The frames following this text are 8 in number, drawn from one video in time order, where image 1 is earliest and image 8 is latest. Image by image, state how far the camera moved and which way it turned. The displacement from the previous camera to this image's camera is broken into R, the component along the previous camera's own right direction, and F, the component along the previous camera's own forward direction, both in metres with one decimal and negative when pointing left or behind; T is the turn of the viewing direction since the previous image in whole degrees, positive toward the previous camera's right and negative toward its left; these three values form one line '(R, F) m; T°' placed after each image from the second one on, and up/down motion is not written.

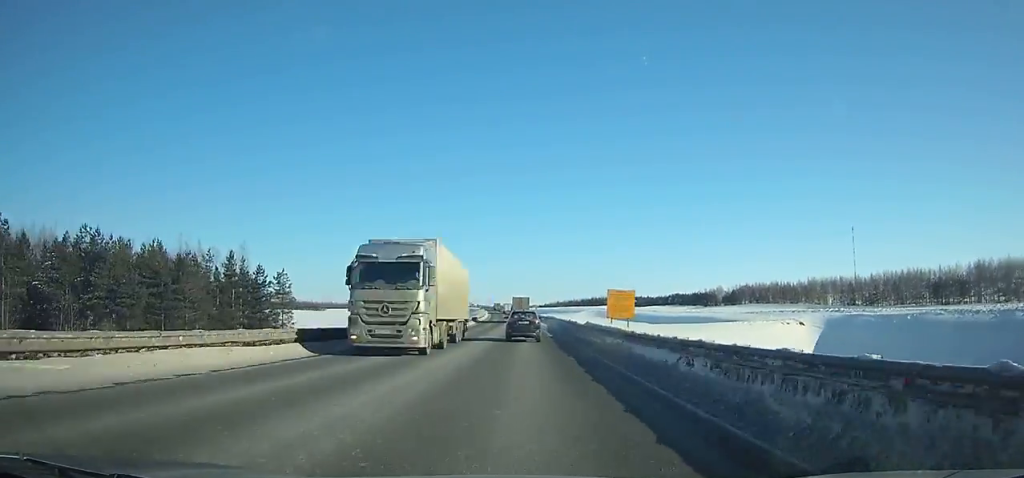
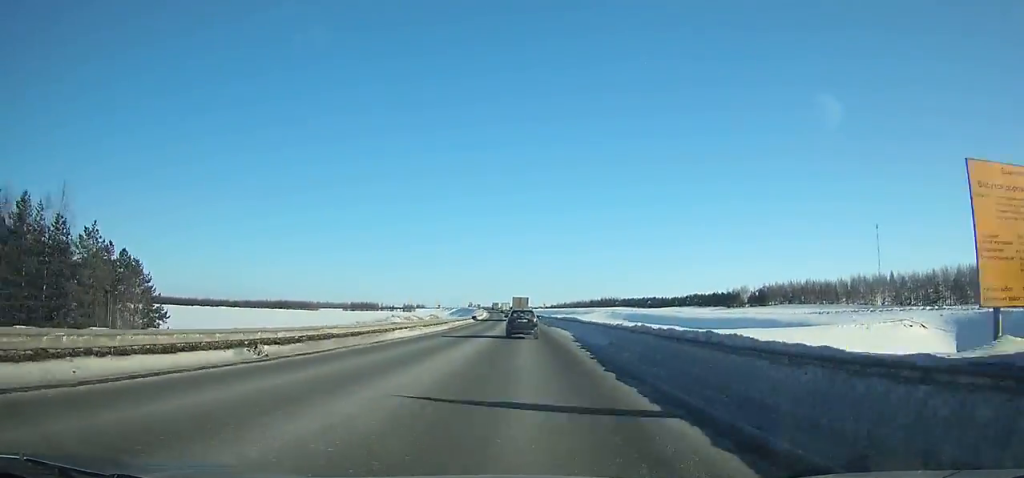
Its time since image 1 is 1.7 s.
(-0.2, +35.6) m; -1°
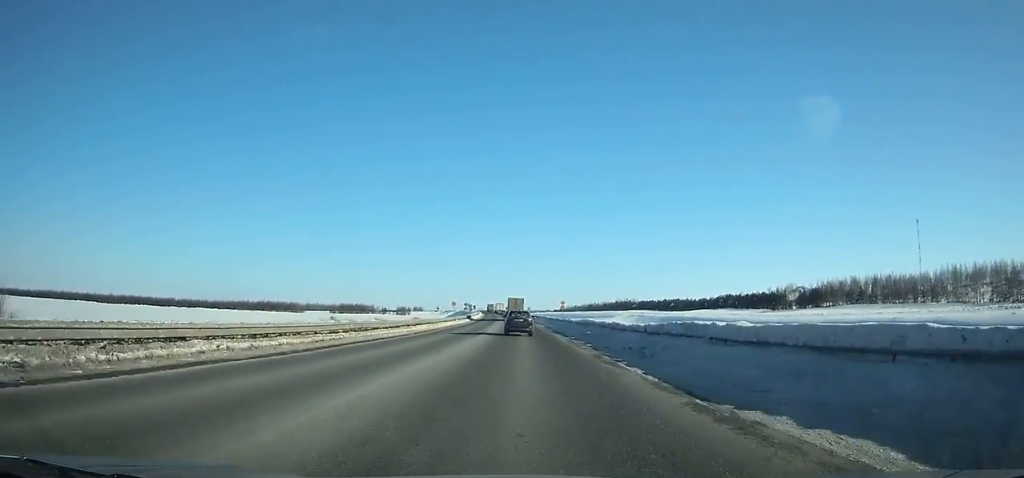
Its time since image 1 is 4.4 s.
(-0.4, +56.3) m; -1°
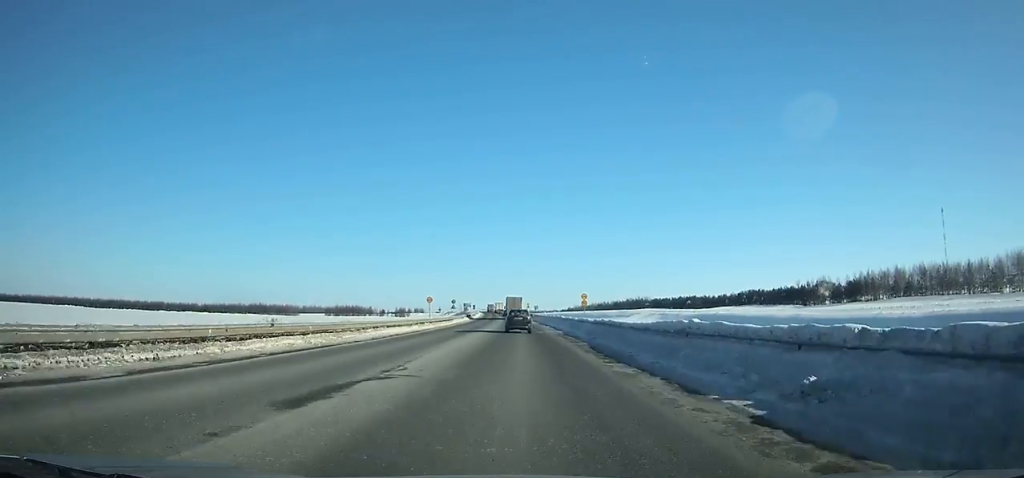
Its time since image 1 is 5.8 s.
(0.0, +29.0) m; -1°
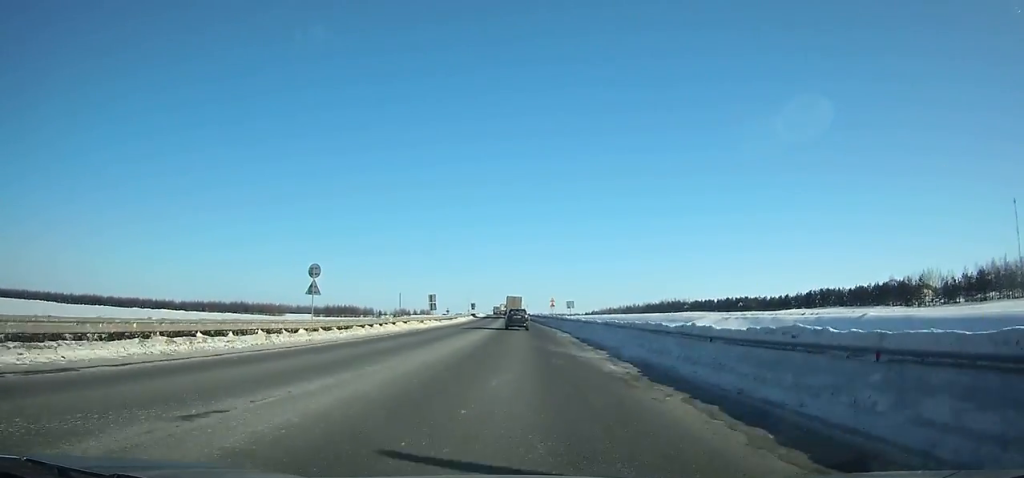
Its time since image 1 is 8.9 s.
(-0.8, +63.6) m; -2°
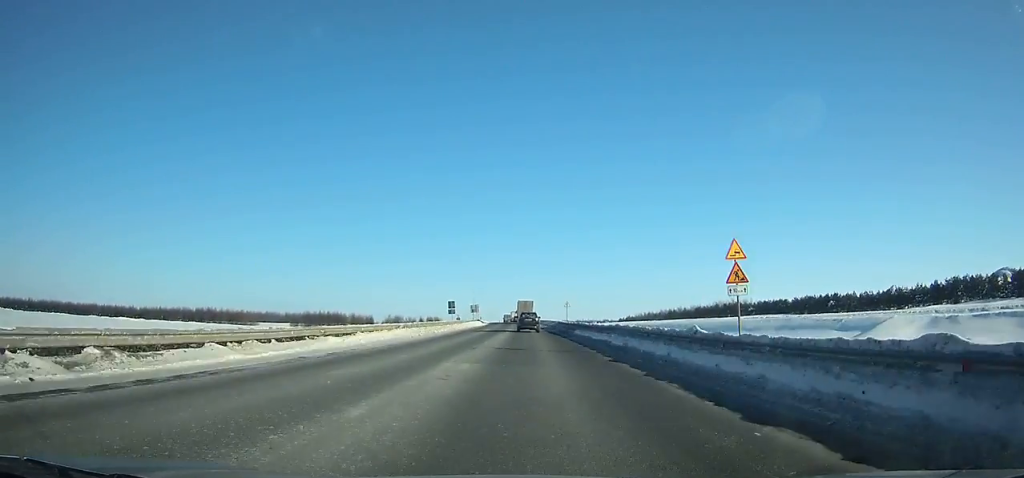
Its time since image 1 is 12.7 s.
(-1.8, +78.9) m; -2°
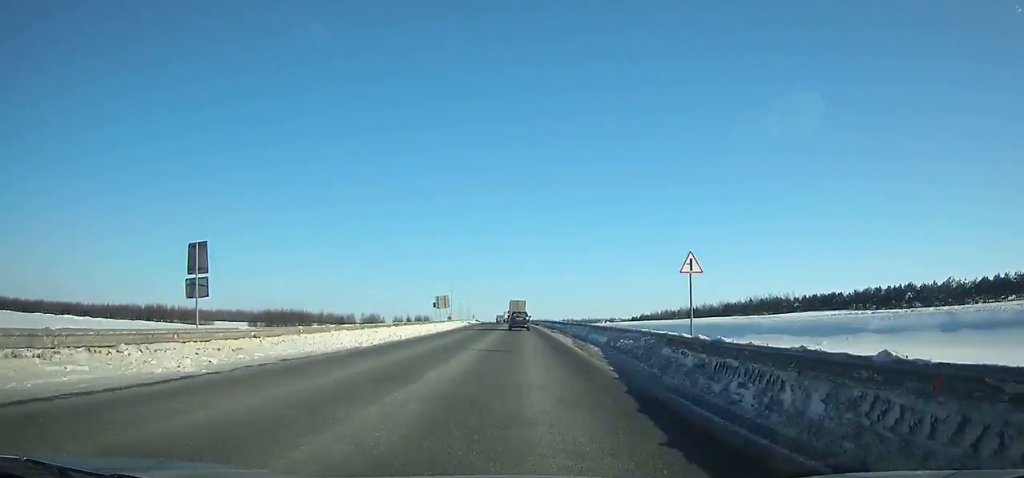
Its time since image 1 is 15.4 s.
(-0.4, +57.2) m; -1°
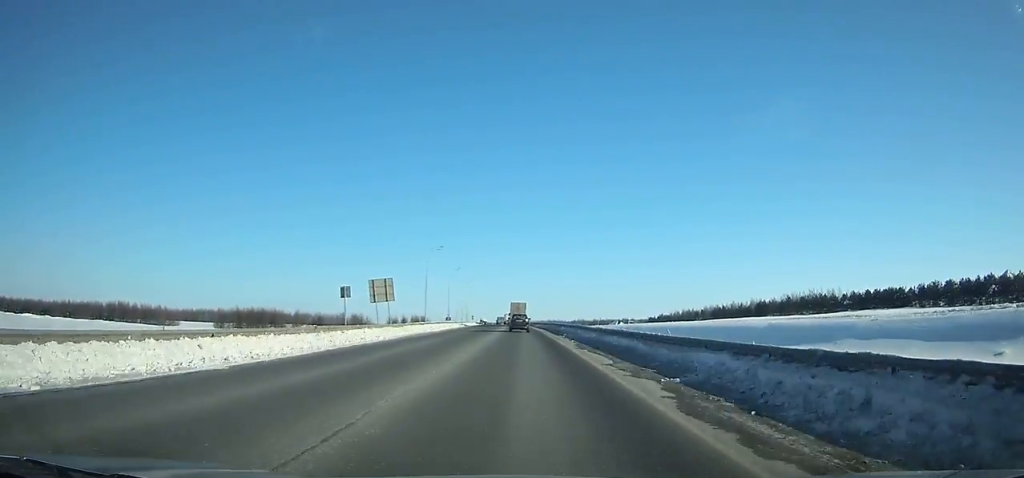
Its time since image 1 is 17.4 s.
(-0.1, +41.8) m; -1°
